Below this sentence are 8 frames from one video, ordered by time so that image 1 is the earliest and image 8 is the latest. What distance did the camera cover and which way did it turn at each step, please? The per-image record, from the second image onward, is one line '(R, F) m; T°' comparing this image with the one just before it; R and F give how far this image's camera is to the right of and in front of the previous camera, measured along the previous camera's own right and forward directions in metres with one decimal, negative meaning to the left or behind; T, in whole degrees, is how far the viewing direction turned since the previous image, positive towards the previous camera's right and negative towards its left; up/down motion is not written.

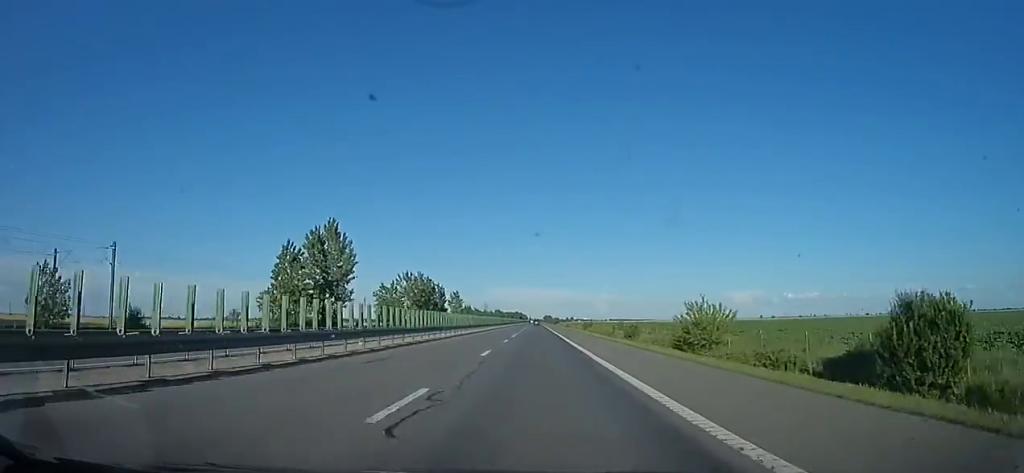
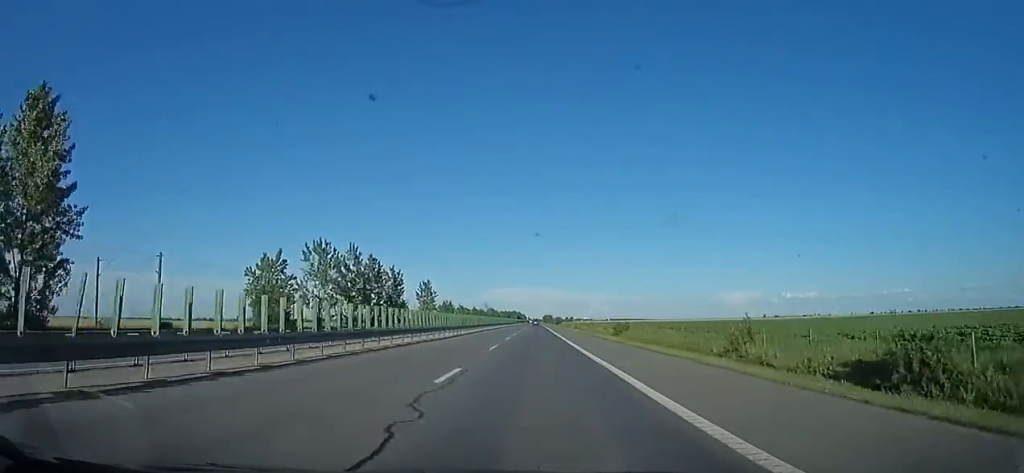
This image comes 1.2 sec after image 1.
(0.0, +44.3) m; 0°
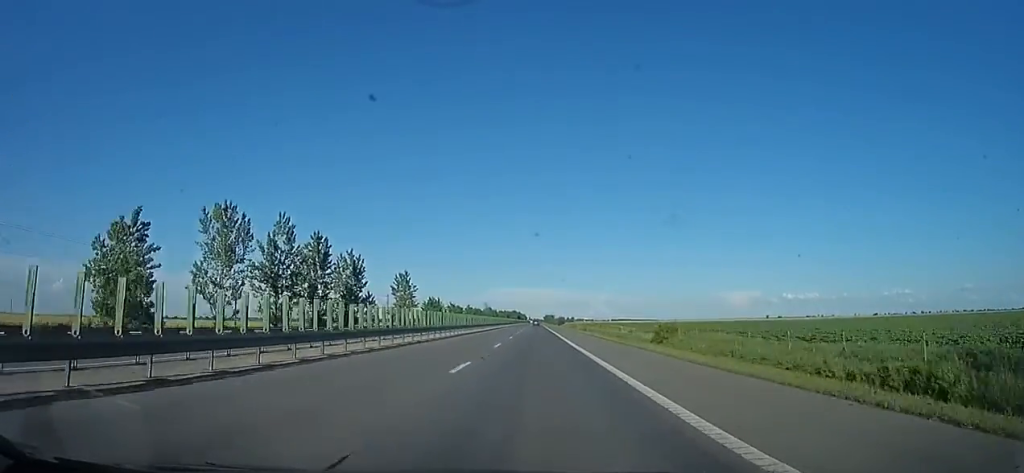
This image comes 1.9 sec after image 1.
(0.0, +21.8) m; 0°
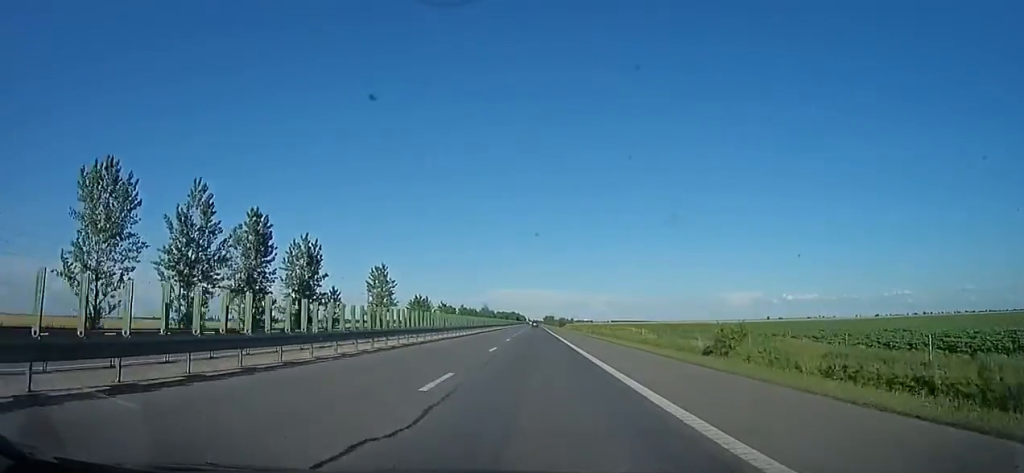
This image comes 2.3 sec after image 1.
(0.0, +14.7) m; 0°
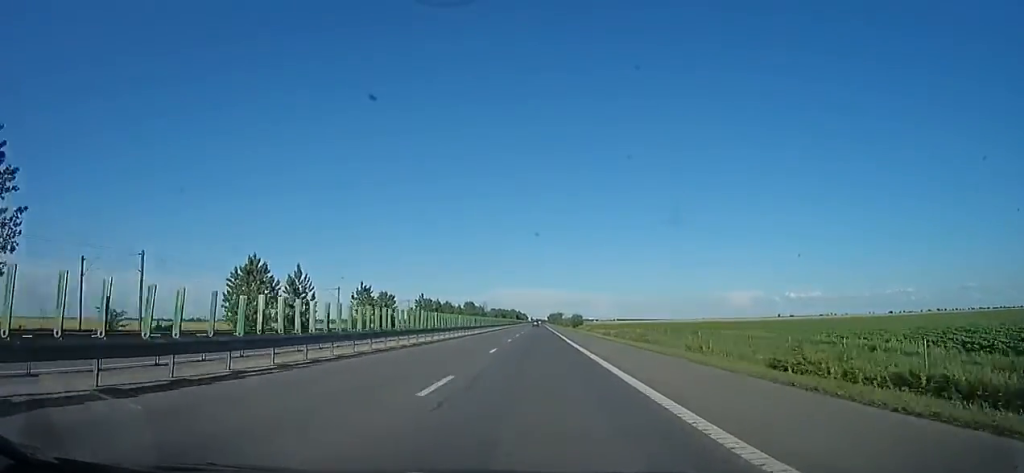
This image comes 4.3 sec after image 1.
(0.0, +72.1) m; 0°
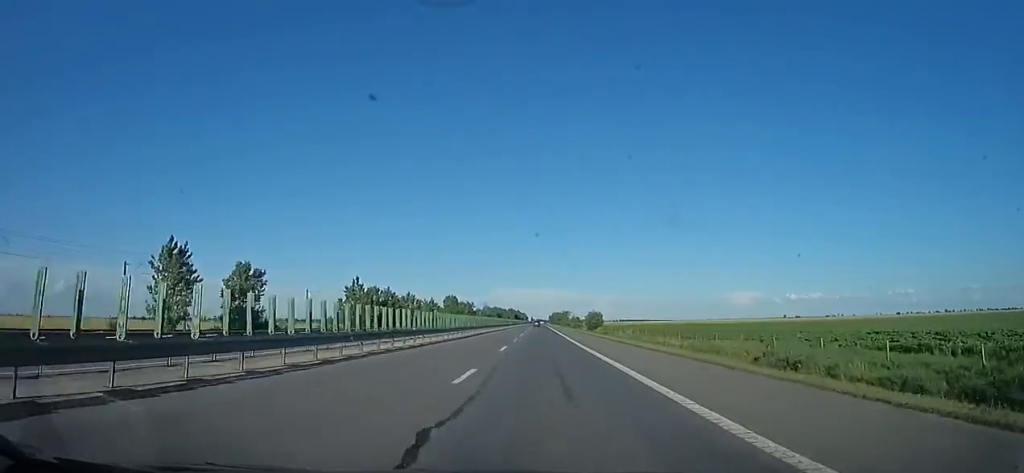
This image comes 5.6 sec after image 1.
(0.0, +45.7) m; 0°
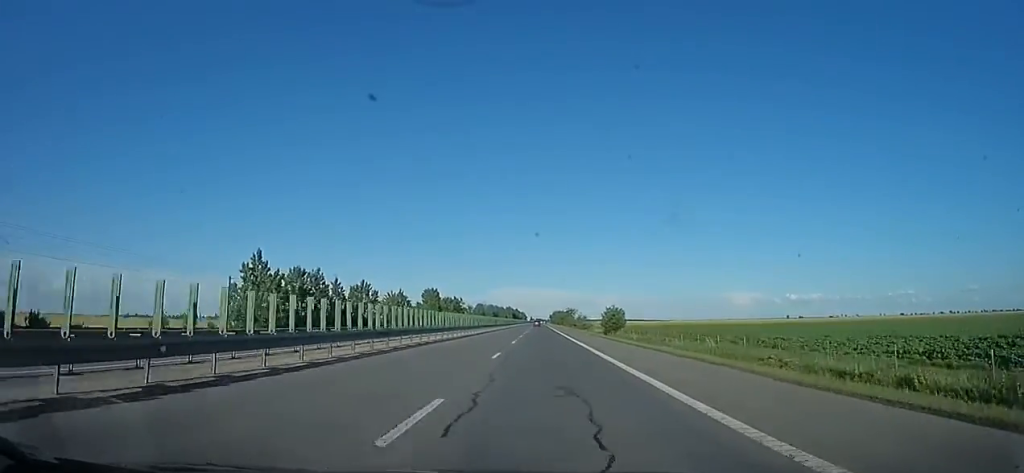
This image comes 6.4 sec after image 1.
(0.0, +29.3) m; 0°
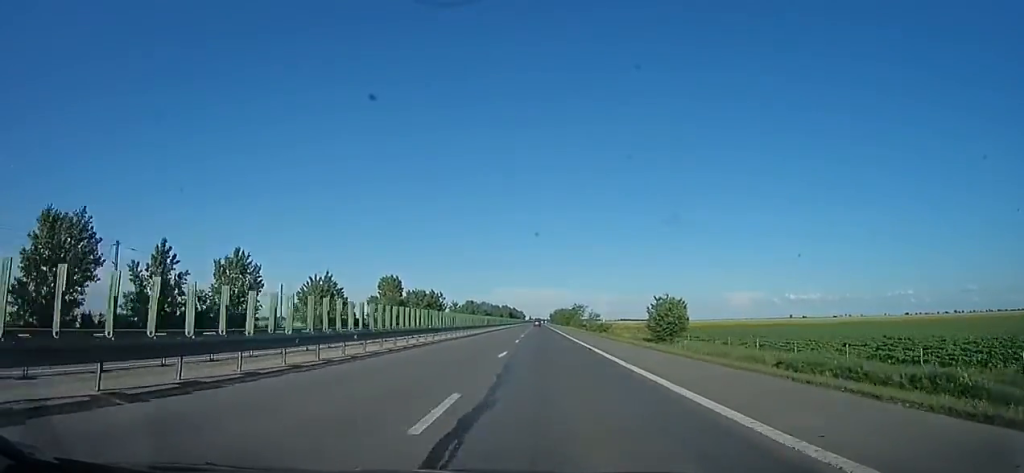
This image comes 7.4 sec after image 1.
(-0.1, +35.5) m; 0°
